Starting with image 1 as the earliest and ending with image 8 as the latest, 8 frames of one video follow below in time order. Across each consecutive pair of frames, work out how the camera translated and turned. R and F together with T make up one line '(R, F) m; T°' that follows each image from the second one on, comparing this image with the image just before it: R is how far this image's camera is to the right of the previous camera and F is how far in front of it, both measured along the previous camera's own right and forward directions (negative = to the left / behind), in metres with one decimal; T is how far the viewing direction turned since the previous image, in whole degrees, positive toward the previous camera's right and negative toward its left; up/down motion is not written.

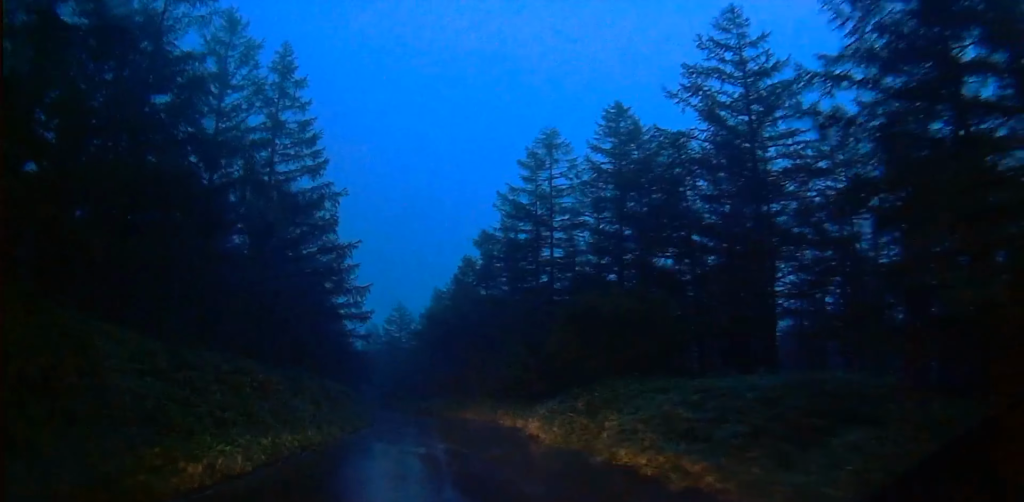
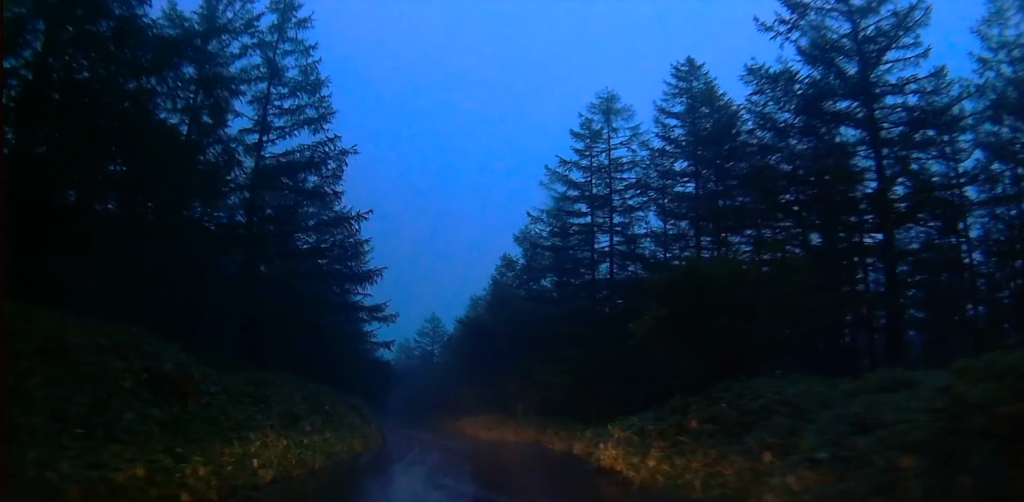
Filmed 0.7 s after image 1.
(-0.4, +6.6) m; -7°
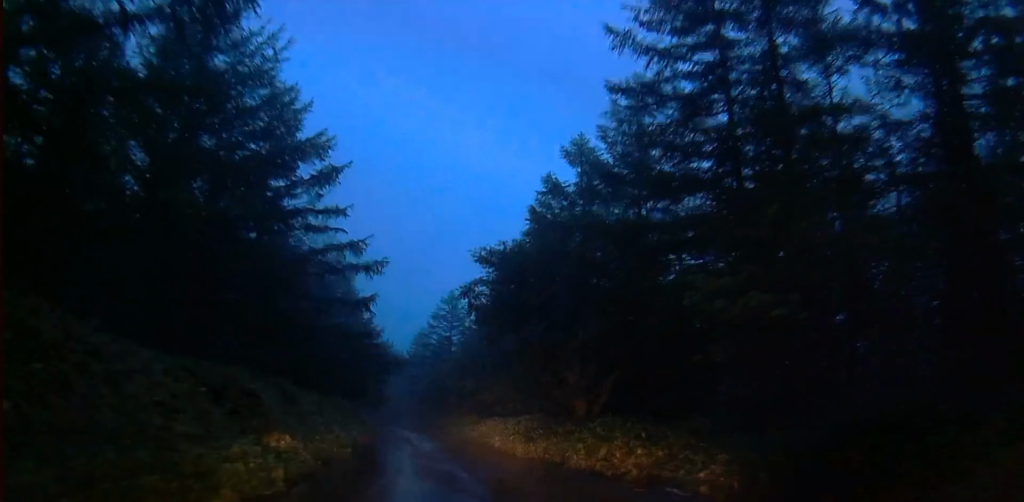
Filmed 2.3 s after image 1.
(-1.7, +15.2) m; -8°
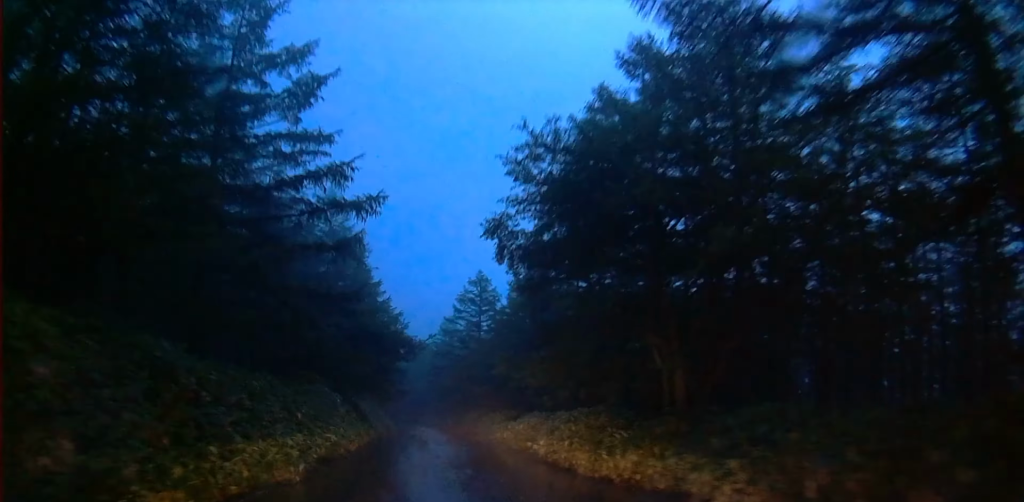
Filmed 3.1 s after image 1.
(+0.4, +8.5) m; +2°
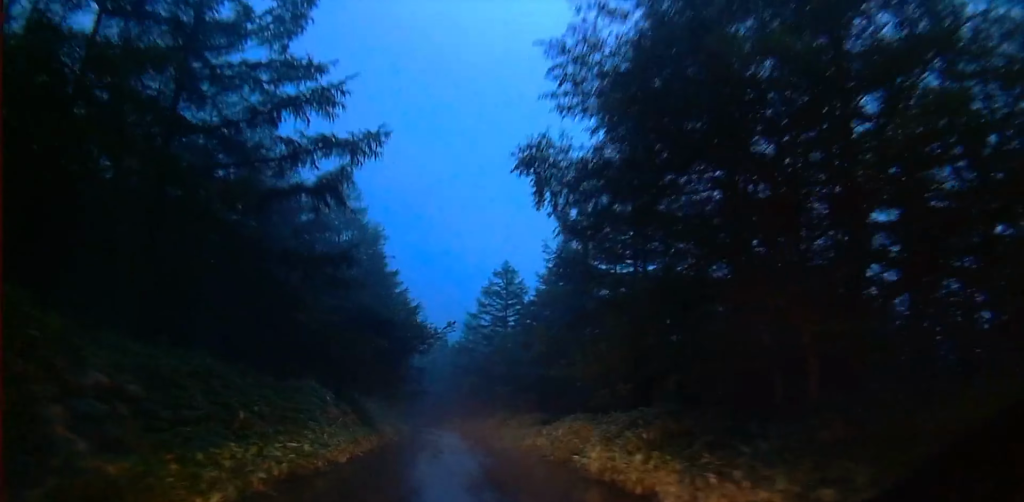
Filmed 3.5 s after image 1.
(+0.1, +5.0) m; -1°
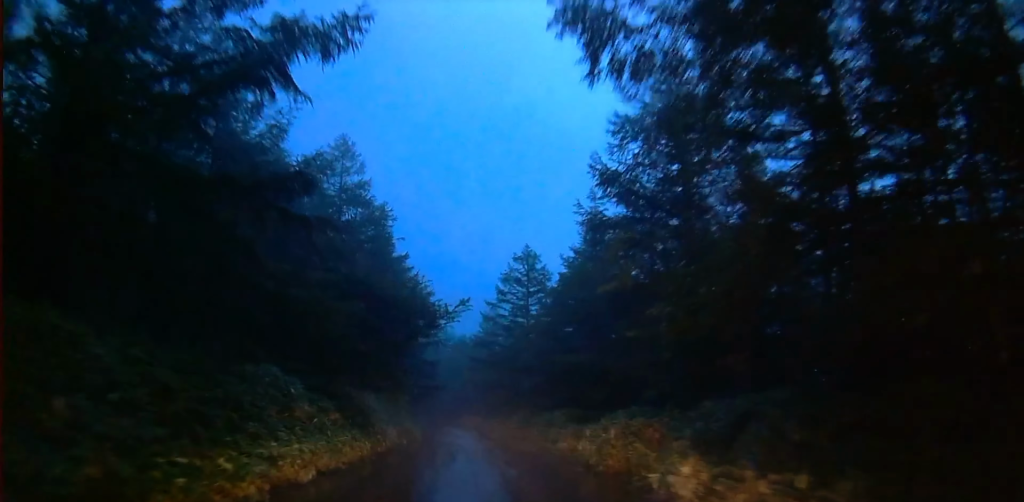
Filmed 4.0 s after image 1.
(+0.1, +5.1) m; -3°
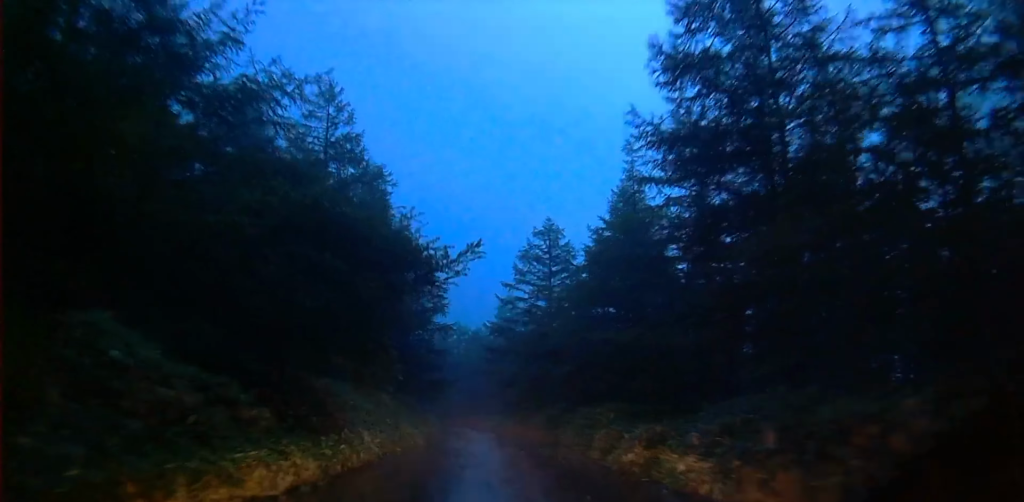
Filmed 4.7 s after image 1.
(-0.3, +7.2) m; -3°
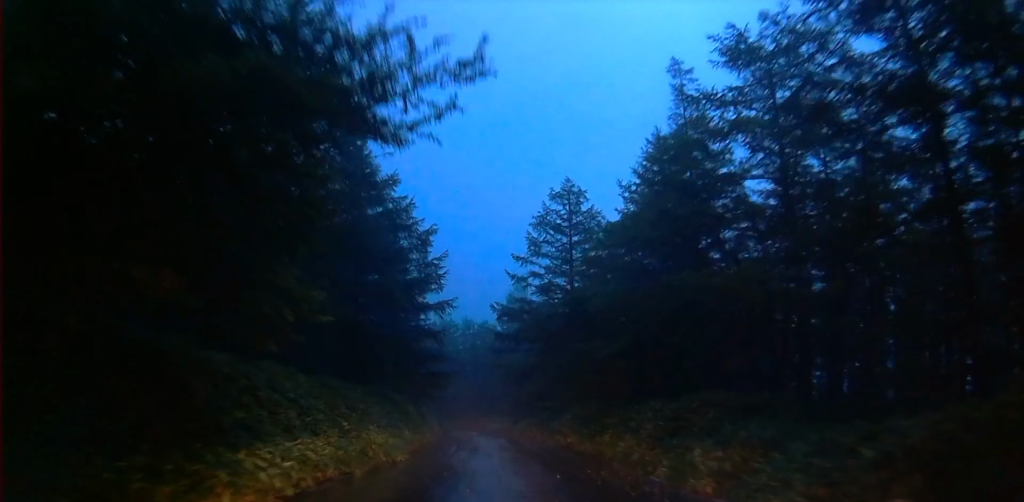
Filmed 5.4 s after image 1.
(-0.7, +8.4) m; -2°
